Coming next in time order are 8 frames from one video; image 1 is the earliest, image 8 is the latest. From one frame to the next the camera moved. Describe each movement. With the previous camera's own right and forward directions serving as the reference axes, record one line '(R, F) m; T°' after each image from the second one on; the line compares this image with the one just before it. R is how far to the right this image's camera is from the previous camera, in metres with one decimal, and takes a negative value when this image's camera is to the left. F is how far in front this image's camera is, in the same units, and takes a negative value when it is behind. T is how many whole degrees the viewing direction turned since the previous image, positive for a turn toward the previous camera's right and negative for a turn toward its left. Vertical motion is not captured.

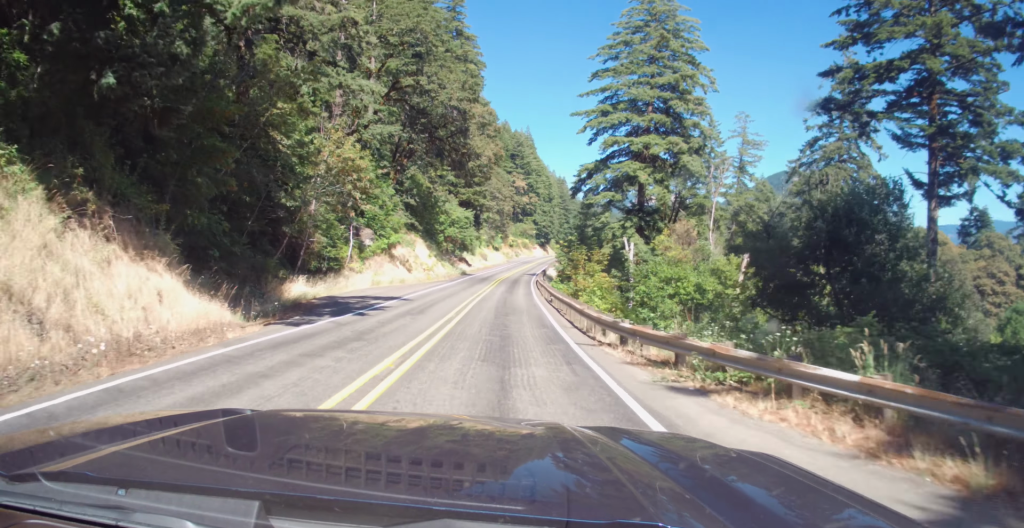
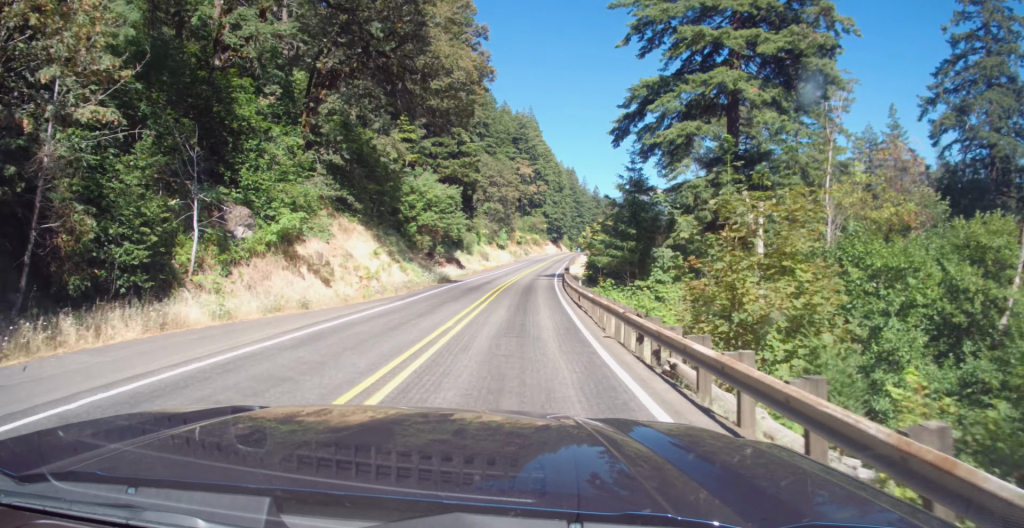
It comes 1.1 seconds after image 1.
(0.0, +29.8) m; 0°
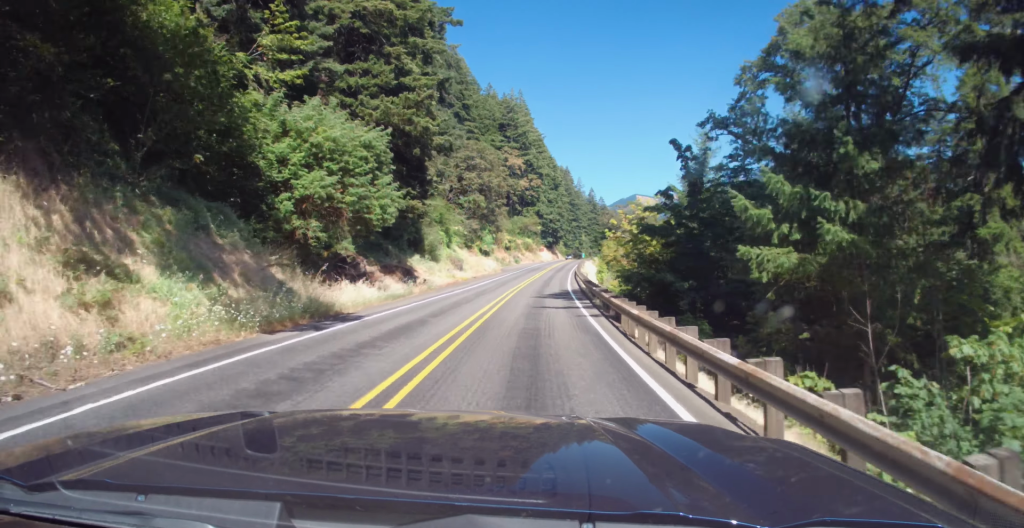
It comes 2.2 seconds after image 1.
(0.0, +31.4) m; 0°
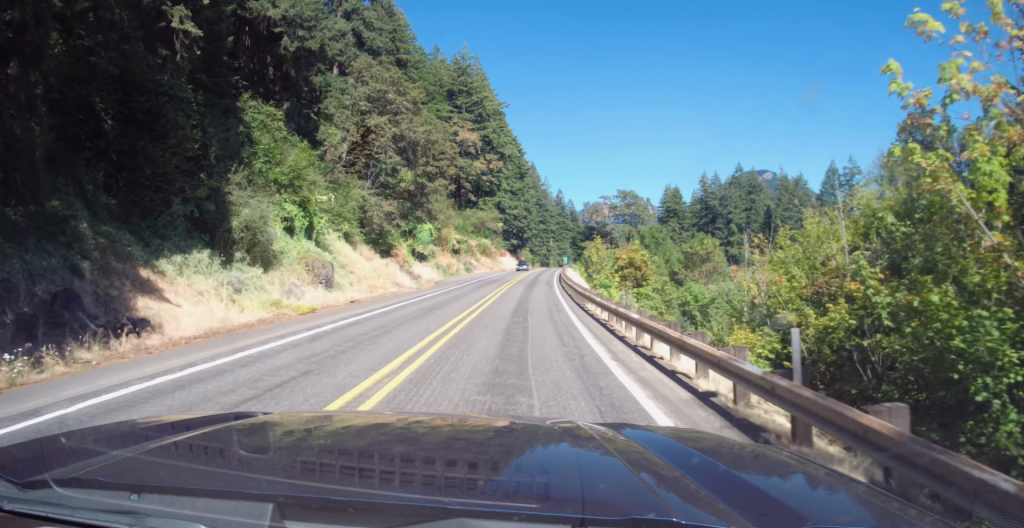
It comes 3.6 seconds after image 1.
(0.0, +38.6) m; 0°
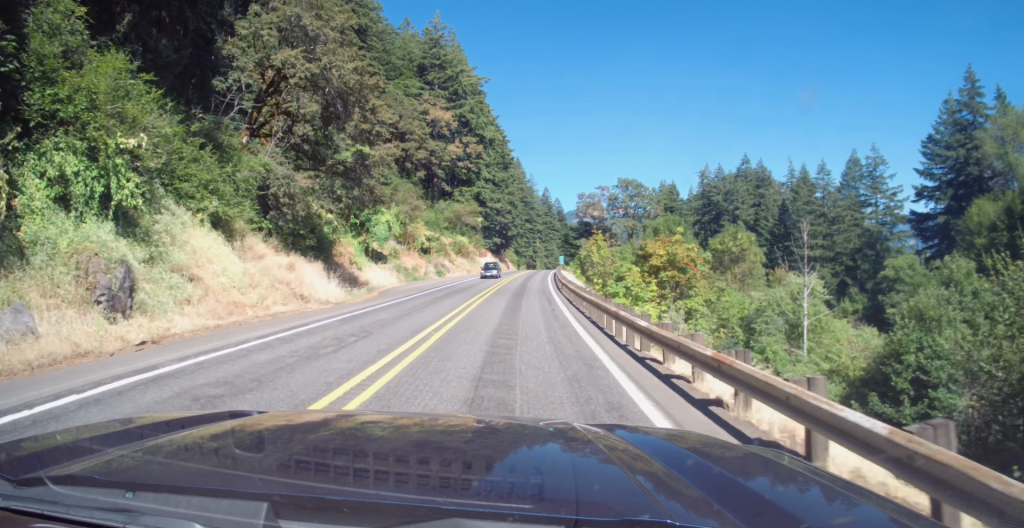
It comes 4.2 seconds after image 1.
(0.0, +17.3) m; 0°
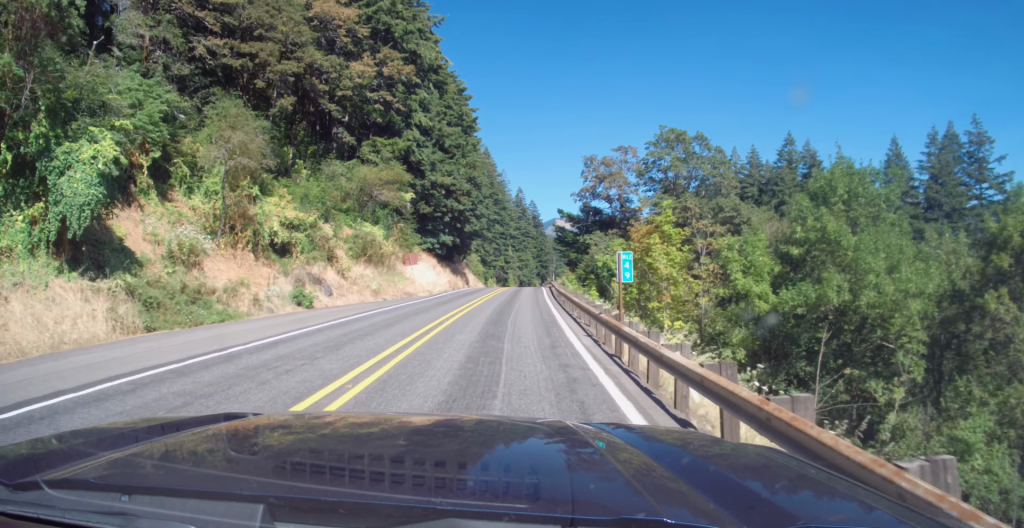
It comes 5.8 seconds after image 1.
(0.0, +44.3) m; +2°
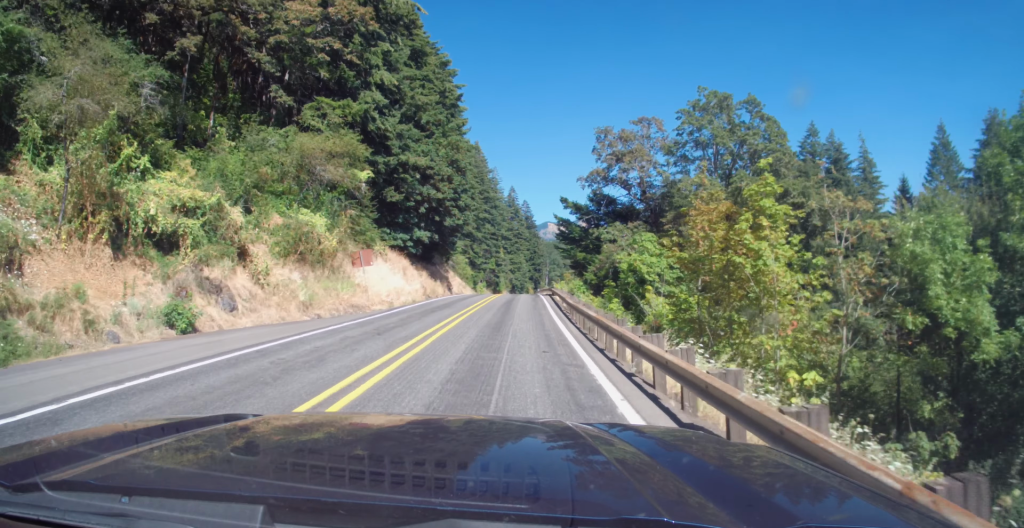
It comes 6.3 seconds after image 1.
(+0.2, +14.0) m; +2°
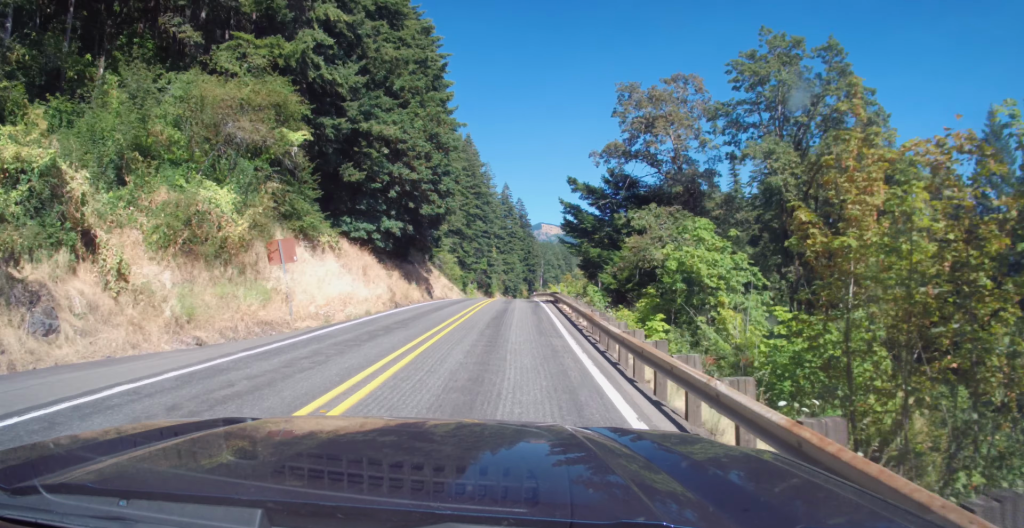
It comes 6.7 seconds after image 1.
(+0.3, +11.7) m; +1°
